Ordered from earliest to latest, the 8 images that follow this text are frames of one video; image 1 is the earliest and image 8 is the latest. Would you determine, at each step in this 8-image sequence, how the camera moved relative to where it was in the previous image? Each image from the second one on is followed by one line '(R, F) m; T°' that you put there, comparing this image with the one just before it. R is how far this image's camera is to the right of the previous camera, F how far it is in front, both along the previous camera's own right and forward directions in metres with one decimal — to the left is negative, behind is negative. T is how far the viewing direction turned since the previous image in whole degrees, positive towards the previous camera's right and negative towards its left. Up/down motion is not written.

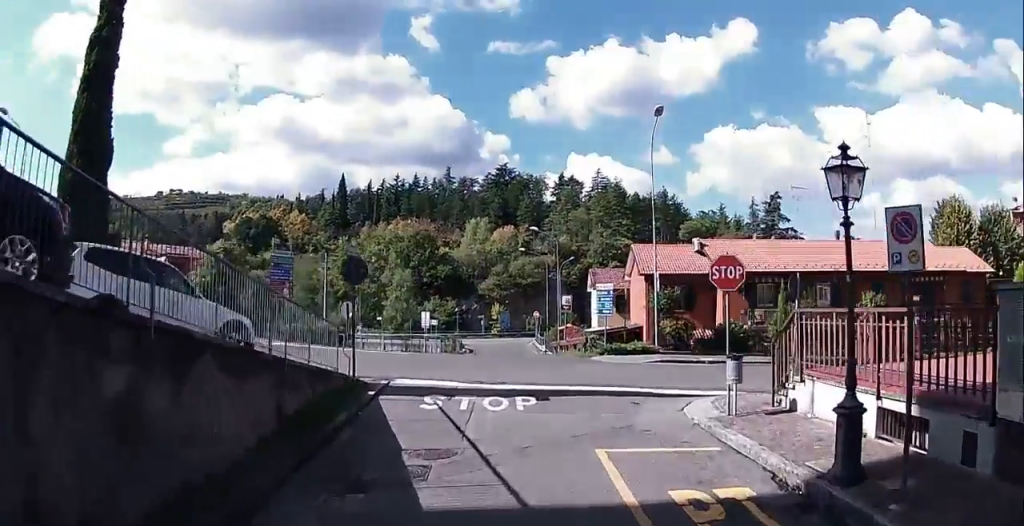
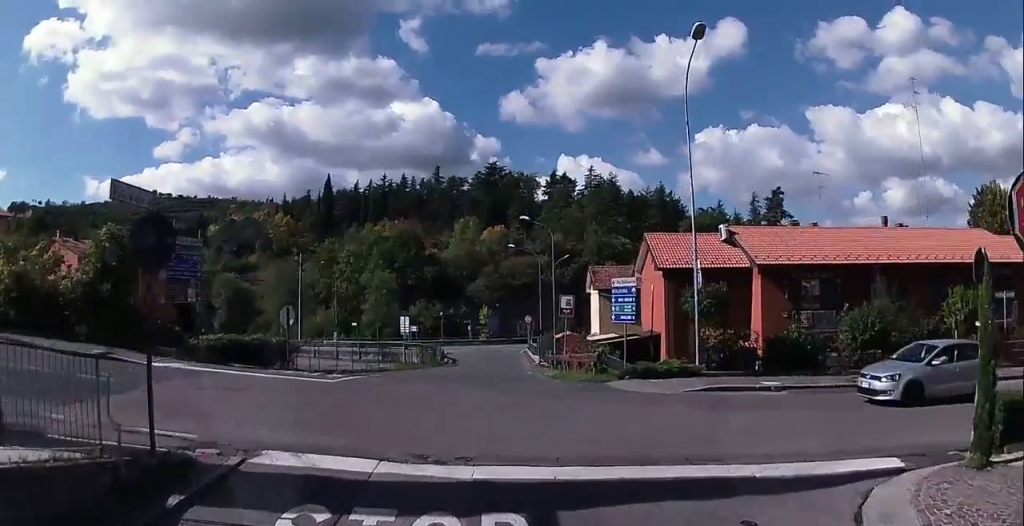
(-0.2, +8.4) m; -5°
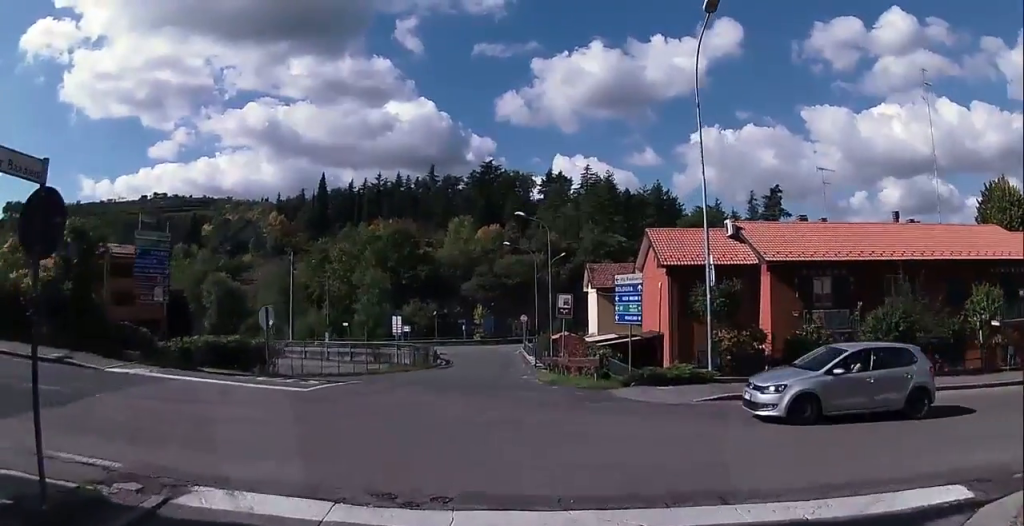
(-0.3, +2.0) m; +2°
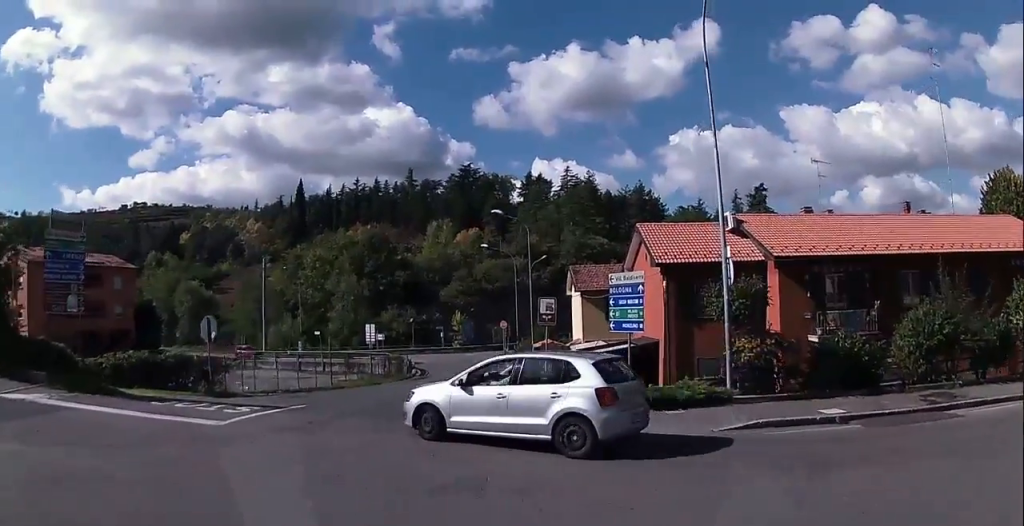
(+0.4, +4.0) m; +12°
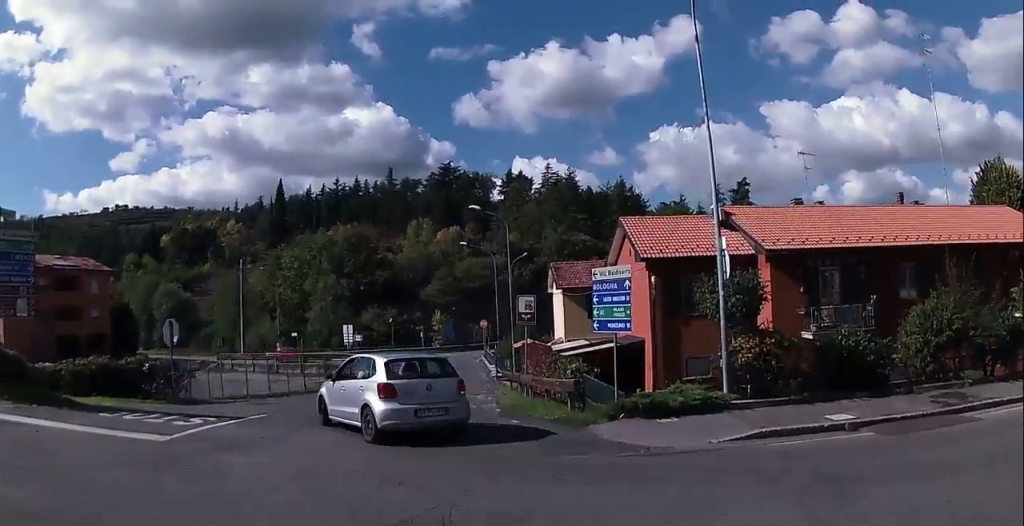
(0.0, +1.9) m; +4°
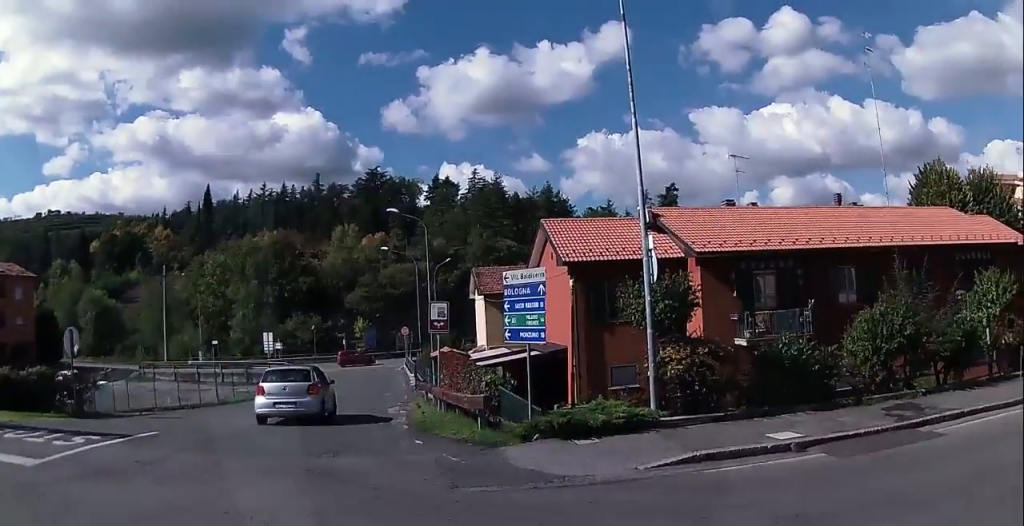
(+0.1, +1.9) m; +12°
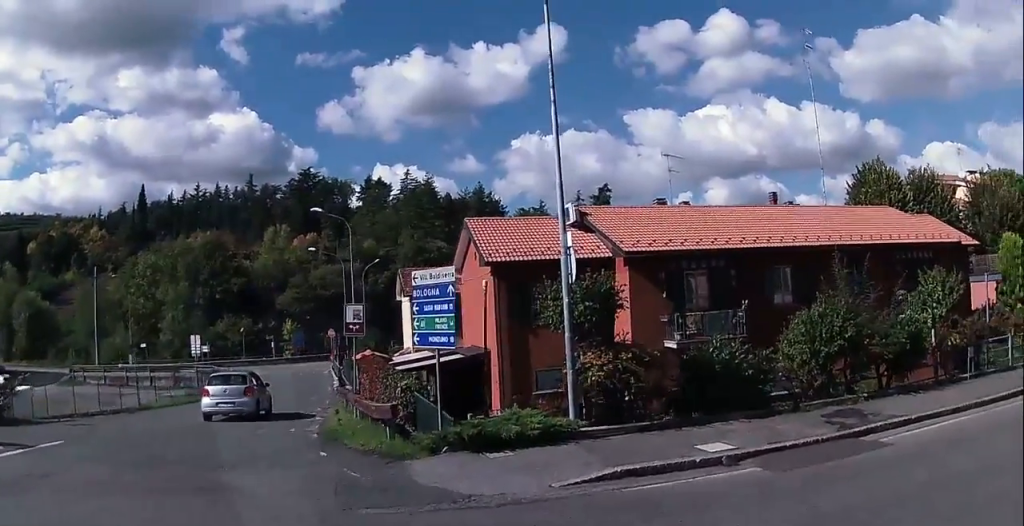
(0.0, +0.9) m; +12°
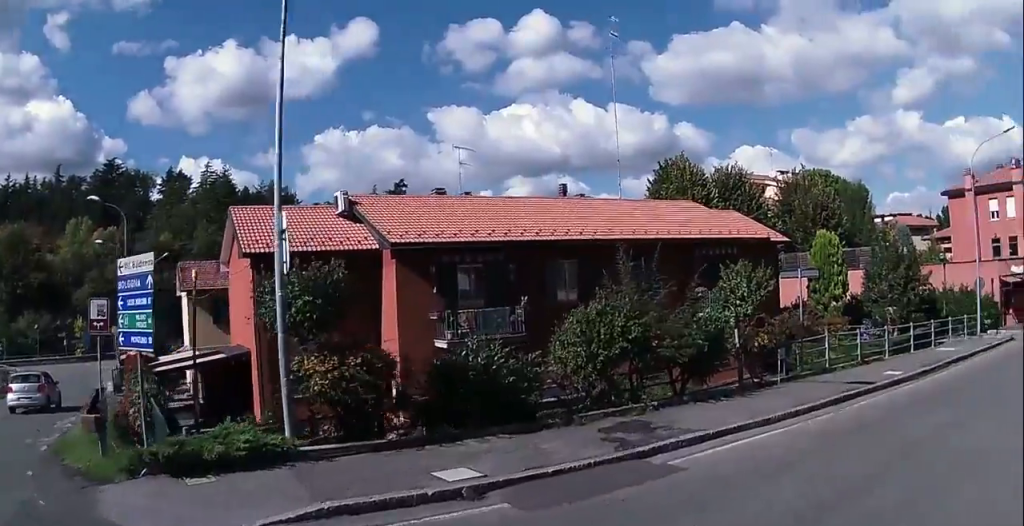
(+0.1, +1.4) m; +18°
